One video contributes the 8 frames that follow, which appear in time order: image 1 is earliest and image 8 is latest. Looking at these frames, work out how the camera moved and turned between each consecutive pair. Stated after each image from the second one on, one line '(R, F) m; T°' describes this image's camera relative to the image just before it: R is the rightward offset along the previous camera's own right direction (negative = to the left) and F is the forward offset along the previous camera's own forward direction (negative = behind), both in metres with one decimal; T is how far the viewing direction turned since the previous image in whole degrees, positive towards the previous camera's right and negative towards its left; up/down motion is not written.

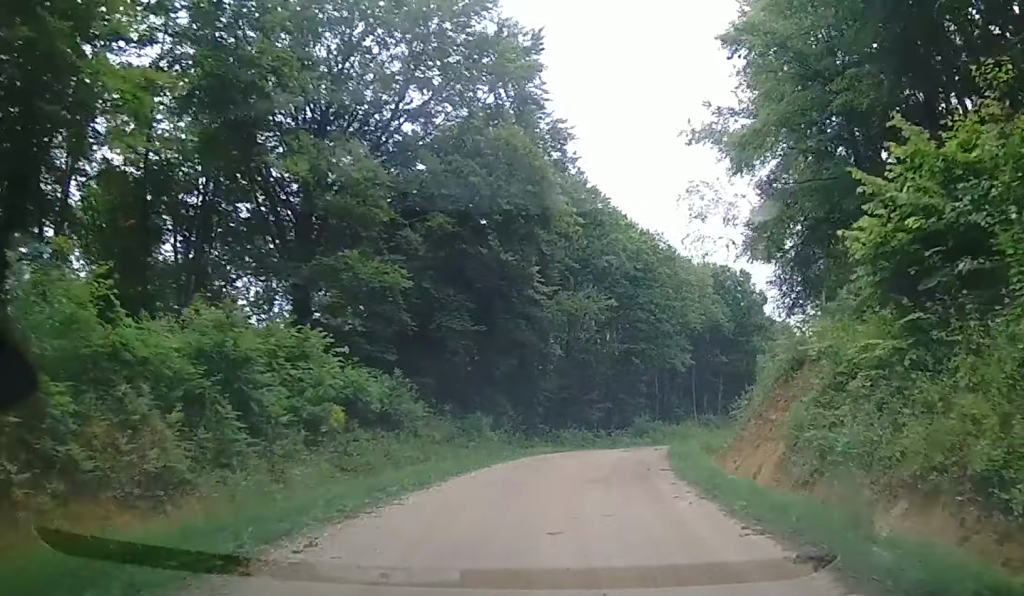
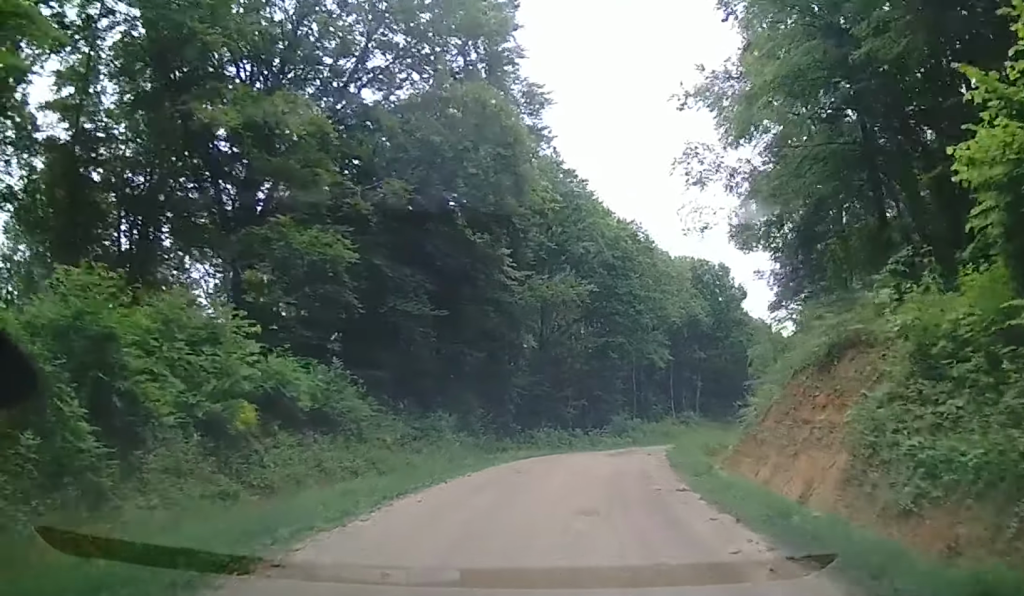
(0.0, +3.5) m; +2°
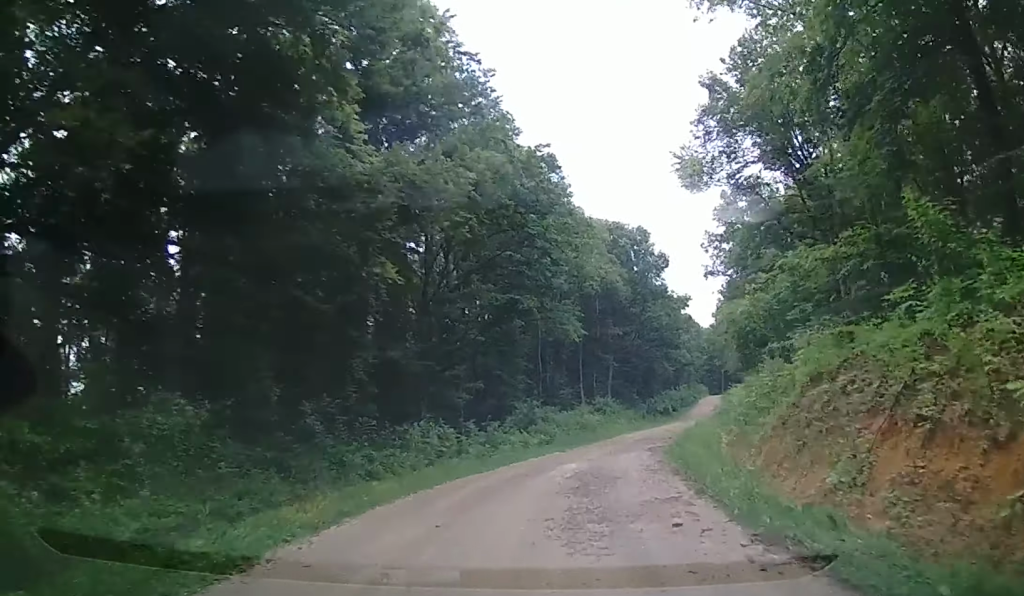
(+1.0, +12.6) m; +7°
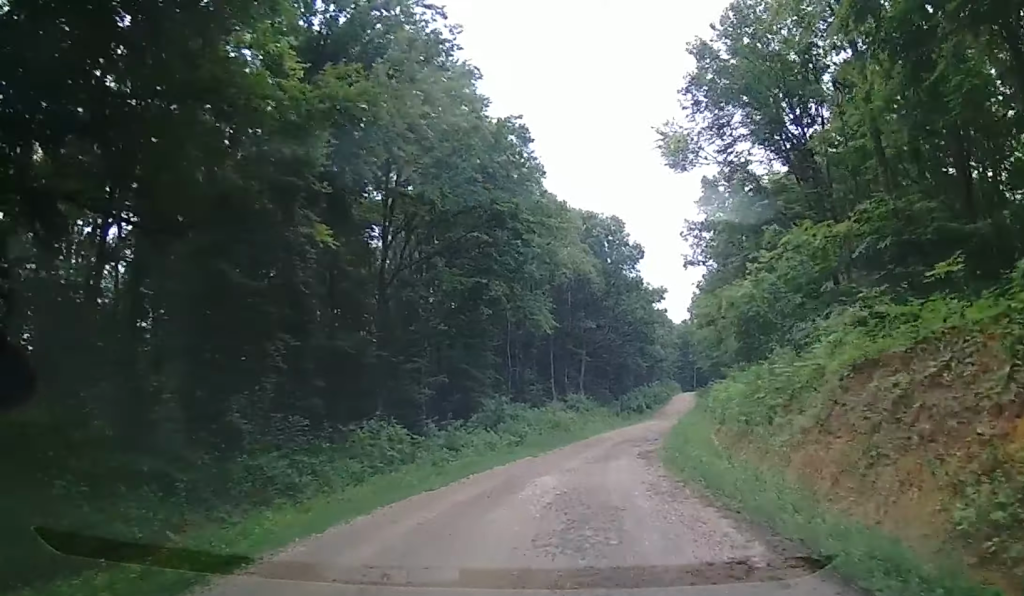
(+0.1, +3.6) m; -2°
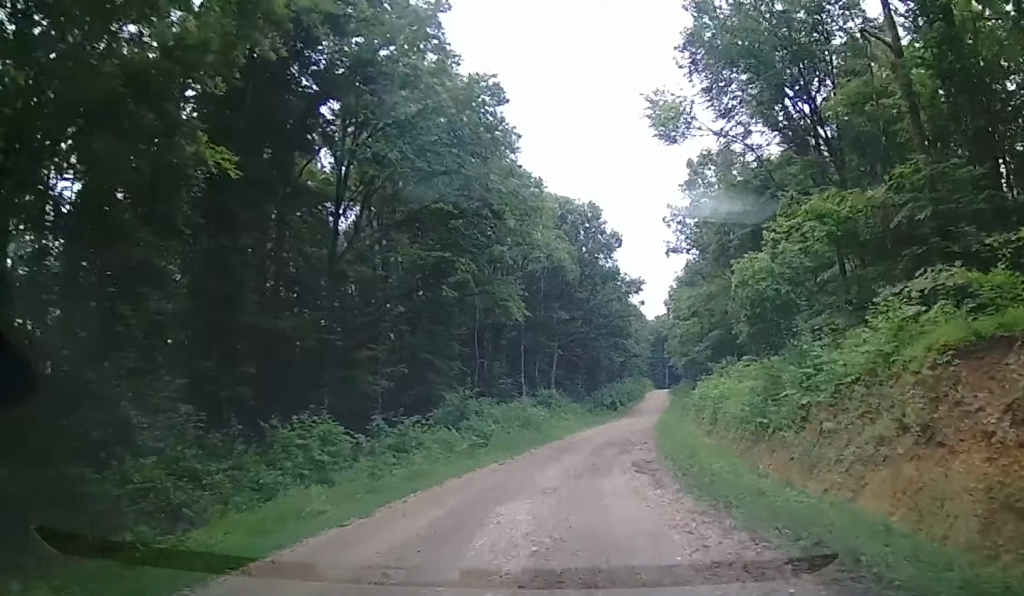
(0.0, +4.0) m; 0°
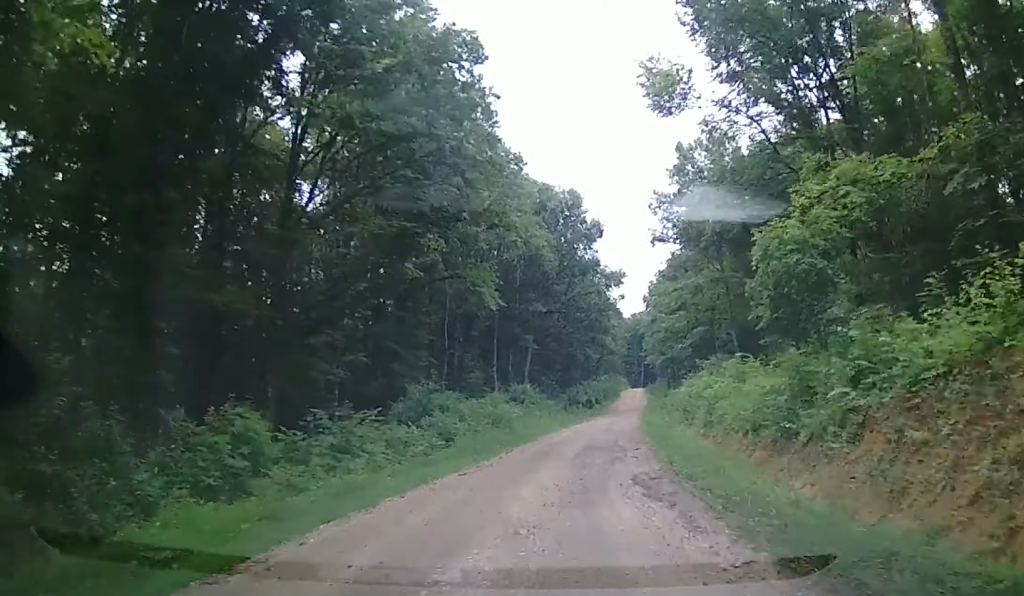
(-0.4, +3.5) m; +3°
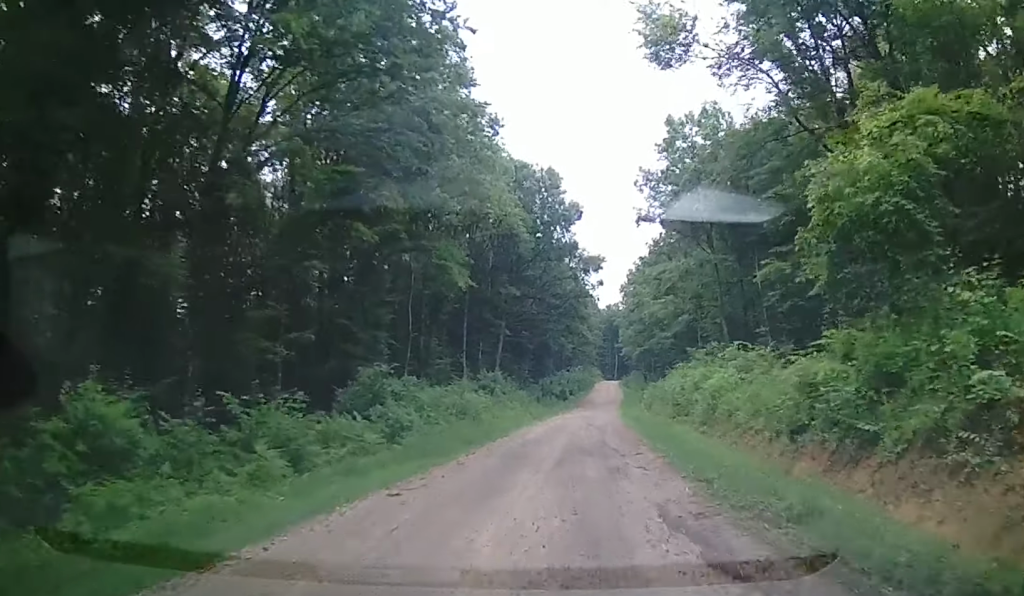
(+0.2, +4.1) m; +5°
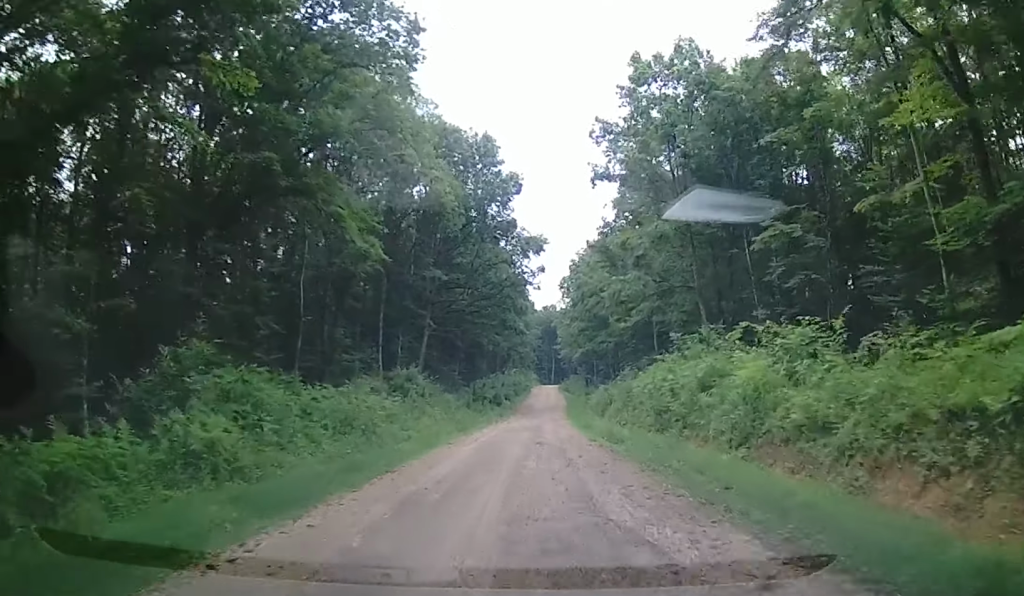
(+1.0, +9.3) m; +4°
